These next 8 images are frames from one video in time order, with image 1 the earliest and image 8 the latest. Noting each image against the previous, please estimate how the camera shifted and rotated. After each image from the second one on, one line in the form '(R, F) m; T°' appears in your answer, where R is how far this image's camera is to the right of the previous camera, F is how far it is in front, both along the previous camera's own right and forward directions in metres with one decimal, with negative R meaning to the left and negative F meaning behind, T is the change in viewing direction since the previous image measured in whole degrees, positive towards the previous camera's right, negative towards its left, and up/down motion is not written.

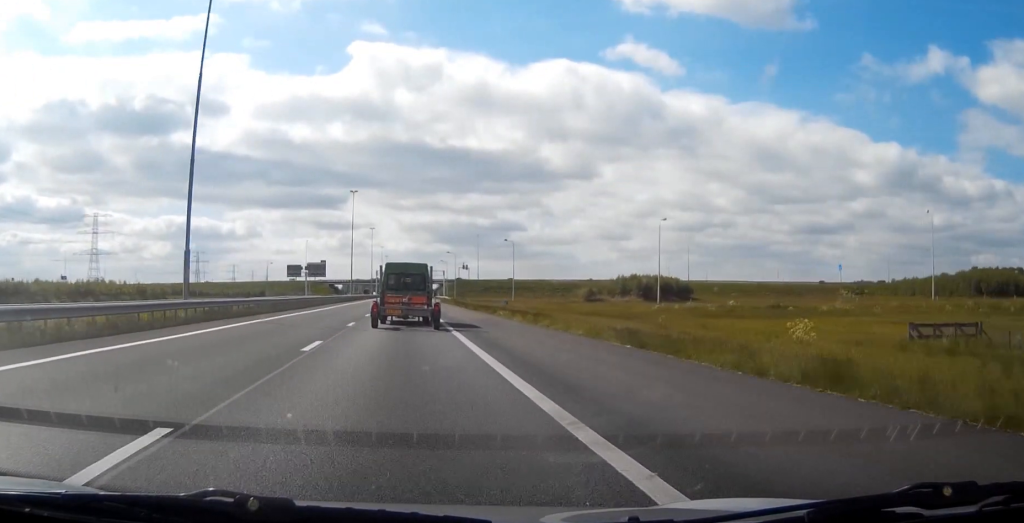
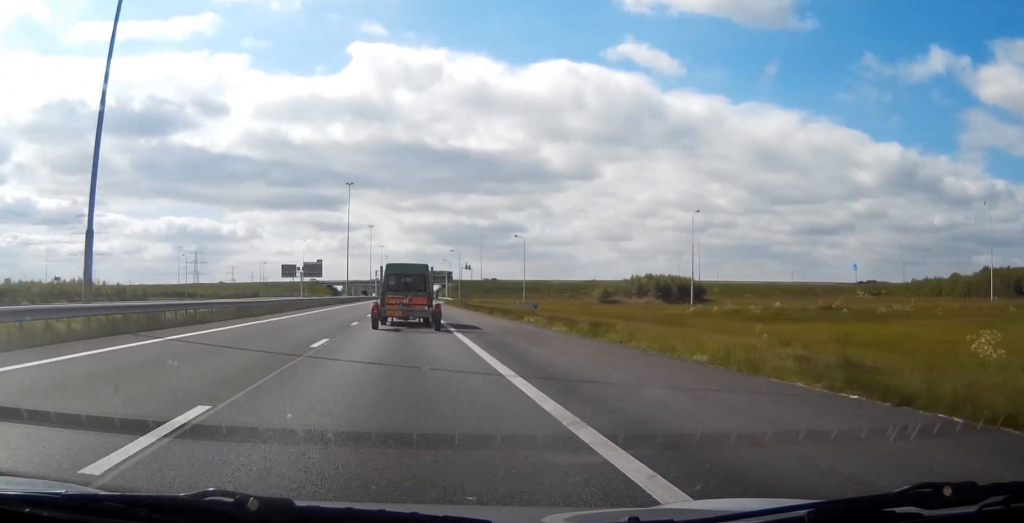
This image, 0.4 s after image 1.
(0.0, +10.7) m; 0°
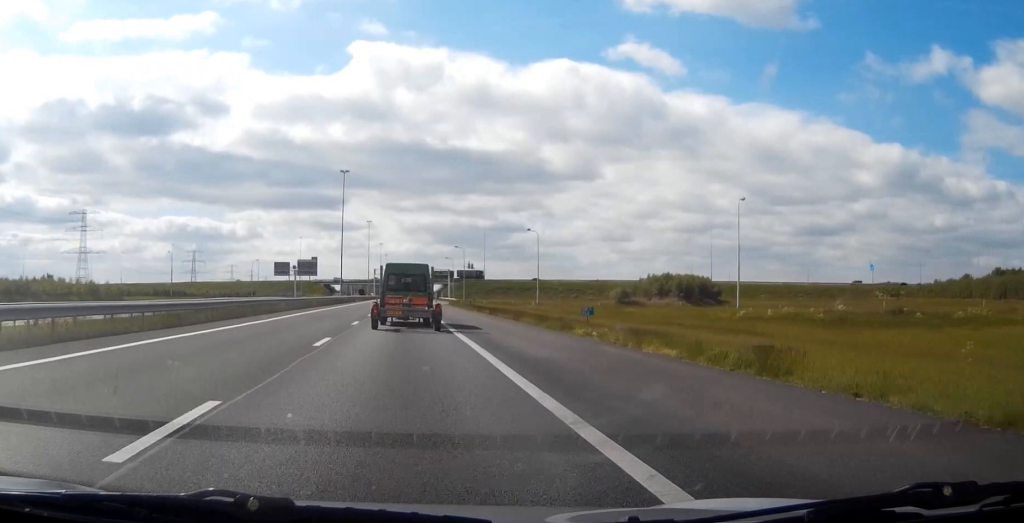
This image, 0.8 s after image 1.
(0.0, +11.6) m; 0°
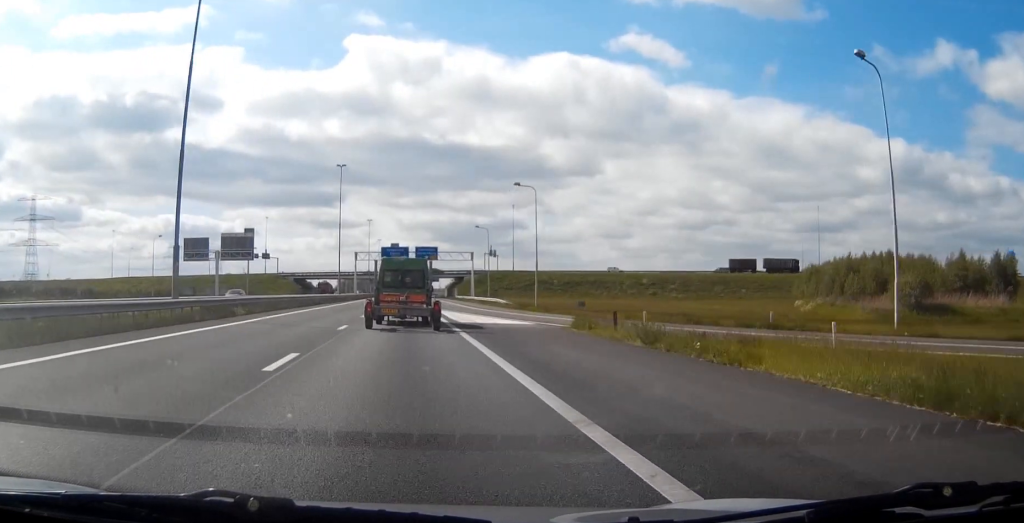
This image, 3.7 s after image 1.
(+0.4, +77.9) m; 0°
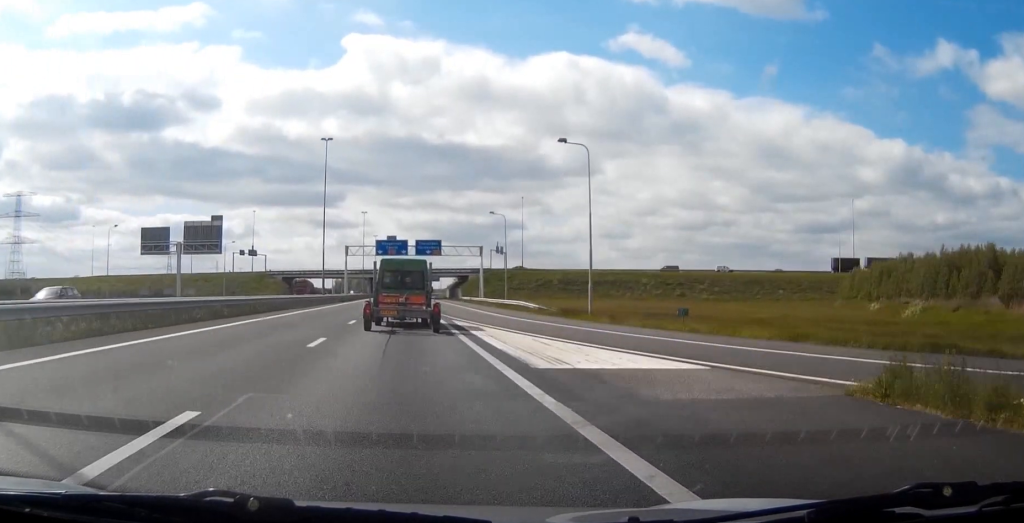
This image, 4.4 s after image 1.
(0.0, +18.3) m; 0°
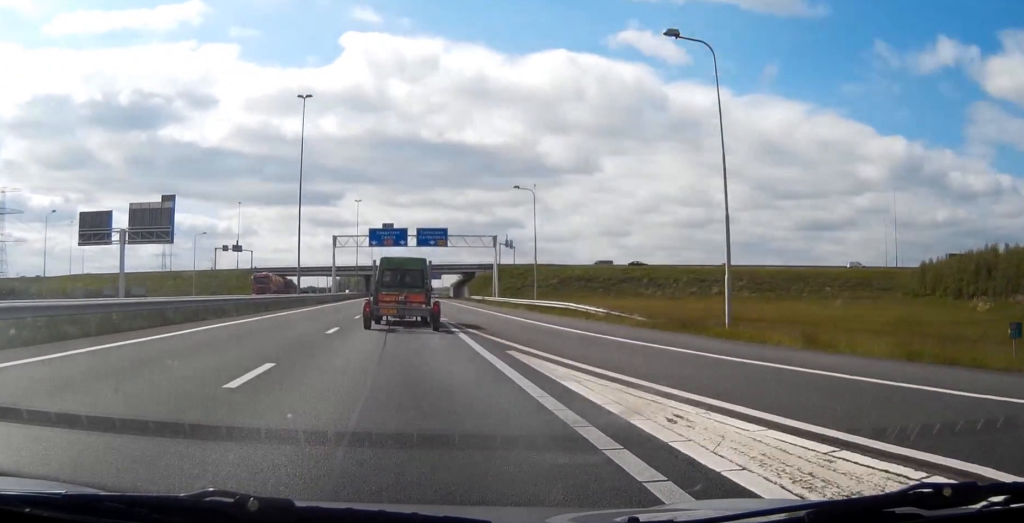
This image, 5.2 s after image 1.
(0.0, +19.0) m; 0°
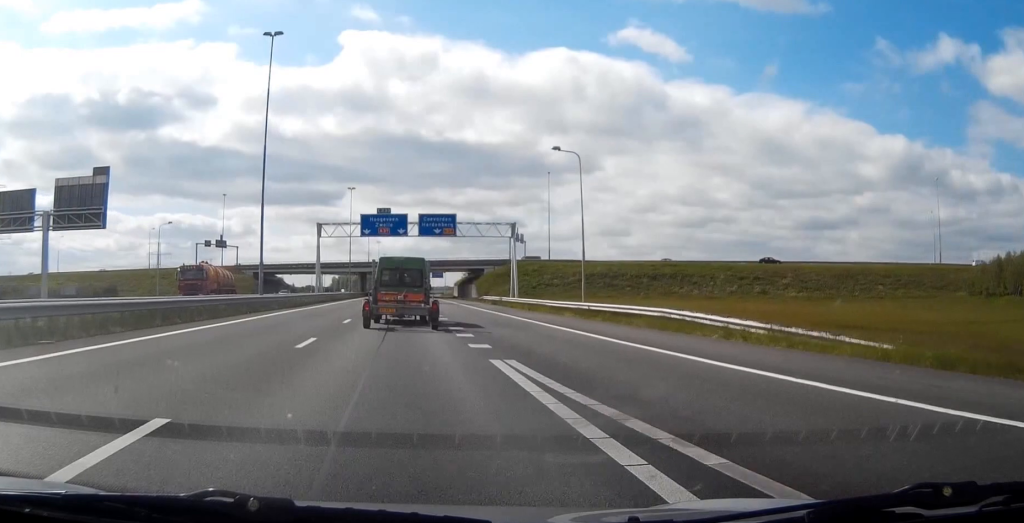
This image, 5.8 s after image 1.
(0.0, +17.2) m; 0°
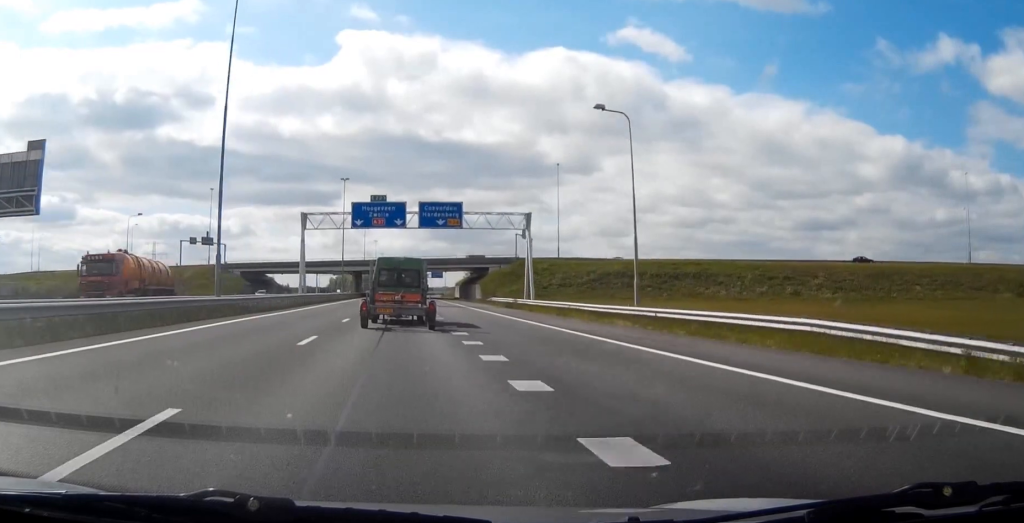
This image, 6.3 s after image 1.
(+0.1, +11.0) m; +1°
